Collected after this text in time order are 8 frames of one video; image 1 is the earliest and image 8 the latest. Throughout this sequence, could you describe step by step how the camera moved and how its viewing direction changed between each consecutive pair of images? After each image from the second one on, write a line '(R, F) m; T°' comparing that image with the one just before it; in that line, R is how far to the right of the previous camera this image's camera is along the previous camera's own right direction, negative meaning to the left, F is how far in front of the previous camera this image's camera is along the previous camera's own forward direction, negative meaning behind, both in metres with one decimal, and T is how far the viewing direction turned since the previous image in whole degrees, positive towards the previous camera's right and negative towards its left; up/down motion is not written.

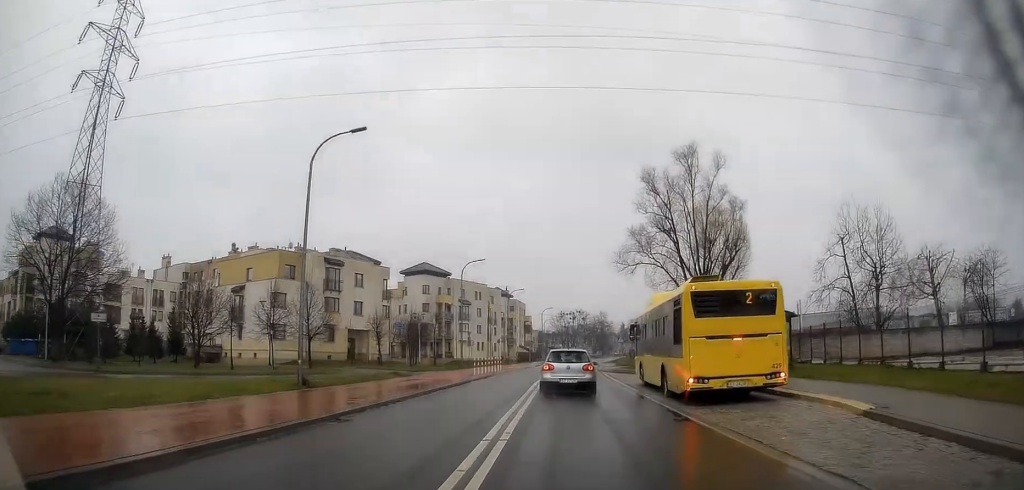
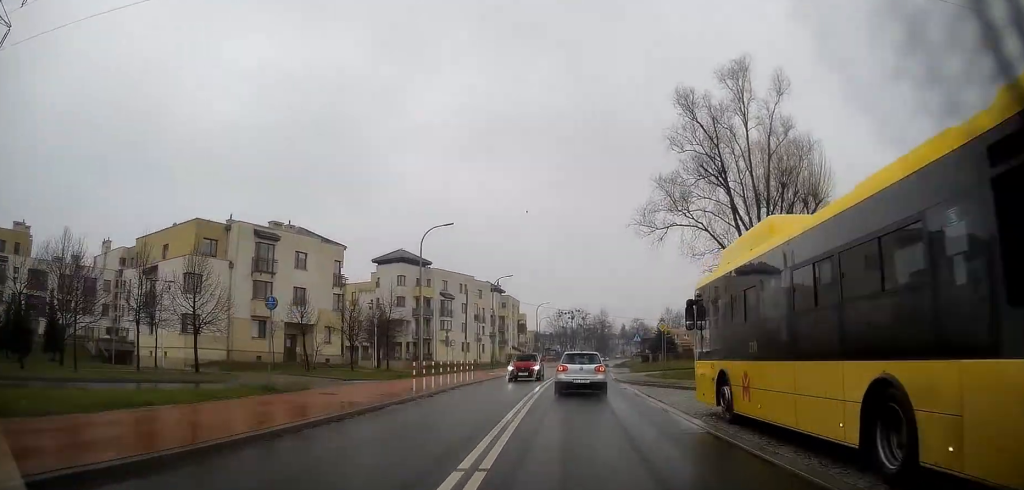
(-0.1, +15.0) m; 0°
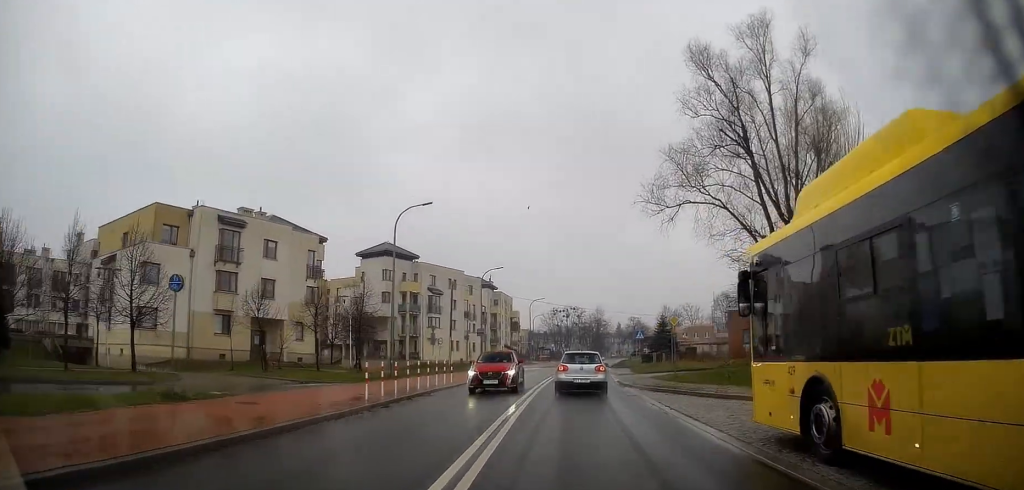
(0.0, +4.8) m; 0°
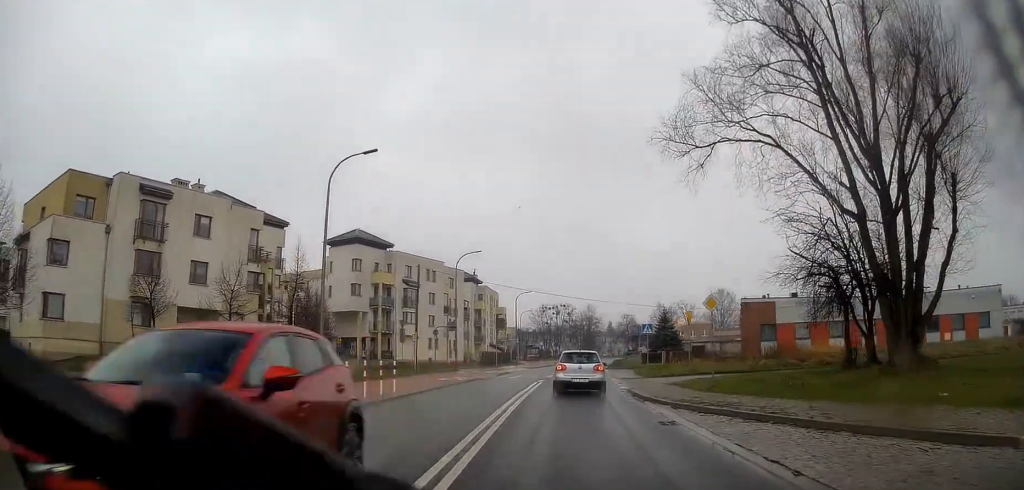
(+0.1, +8.3) m; +1°
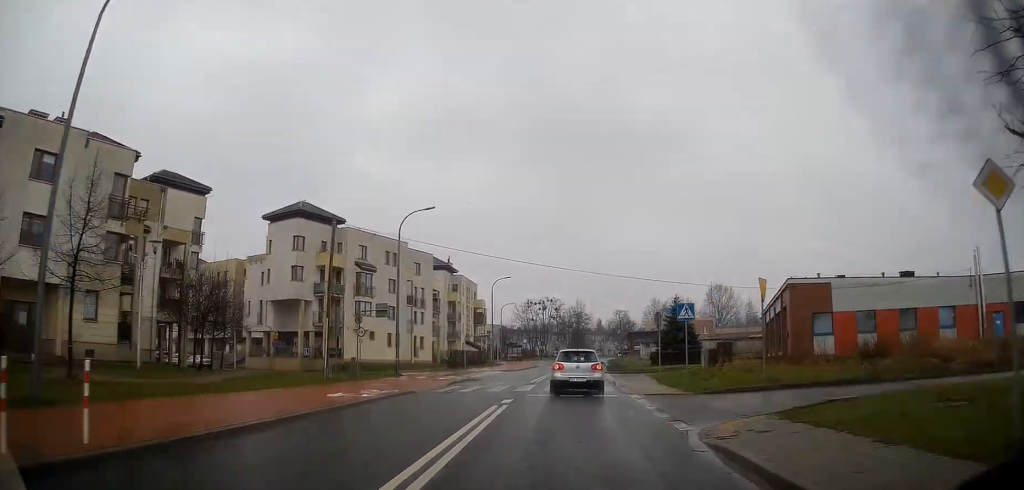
(+0.1, +13.0) m; +1°
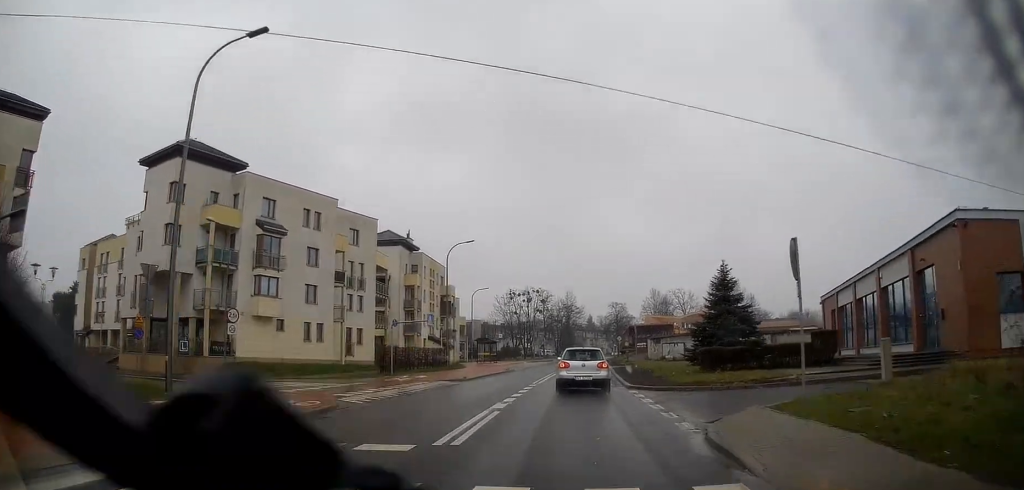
(+0.3, +19.5) m; +1°
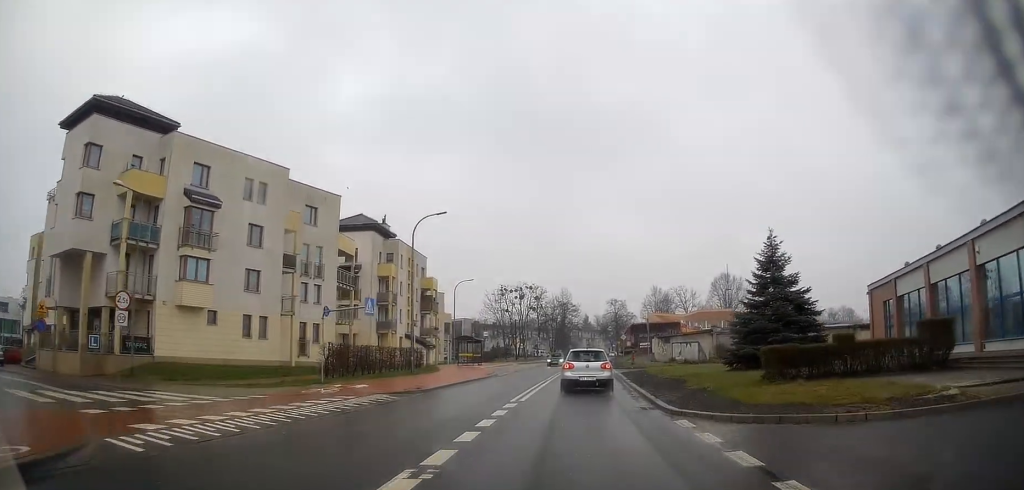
(0.0, +9.3) m; +1°
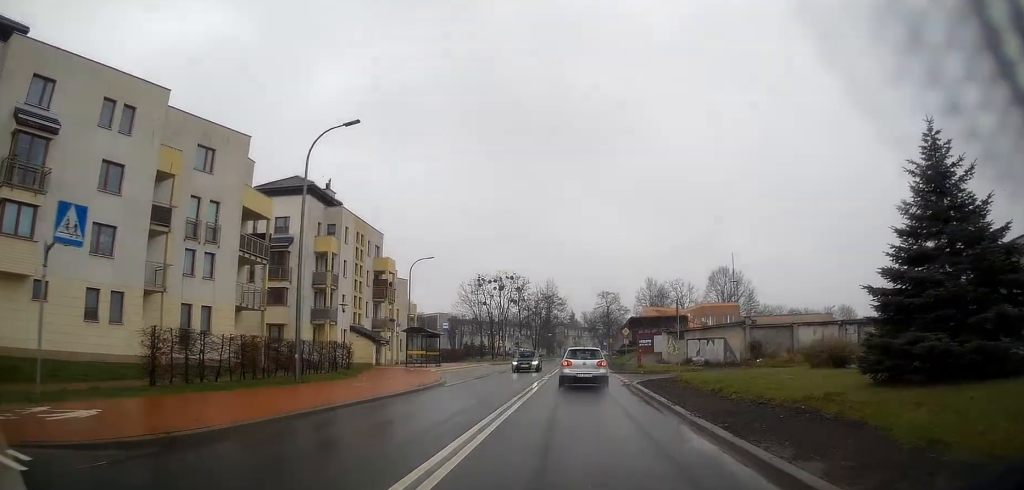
(+0.1, +14.0) m; +1°
